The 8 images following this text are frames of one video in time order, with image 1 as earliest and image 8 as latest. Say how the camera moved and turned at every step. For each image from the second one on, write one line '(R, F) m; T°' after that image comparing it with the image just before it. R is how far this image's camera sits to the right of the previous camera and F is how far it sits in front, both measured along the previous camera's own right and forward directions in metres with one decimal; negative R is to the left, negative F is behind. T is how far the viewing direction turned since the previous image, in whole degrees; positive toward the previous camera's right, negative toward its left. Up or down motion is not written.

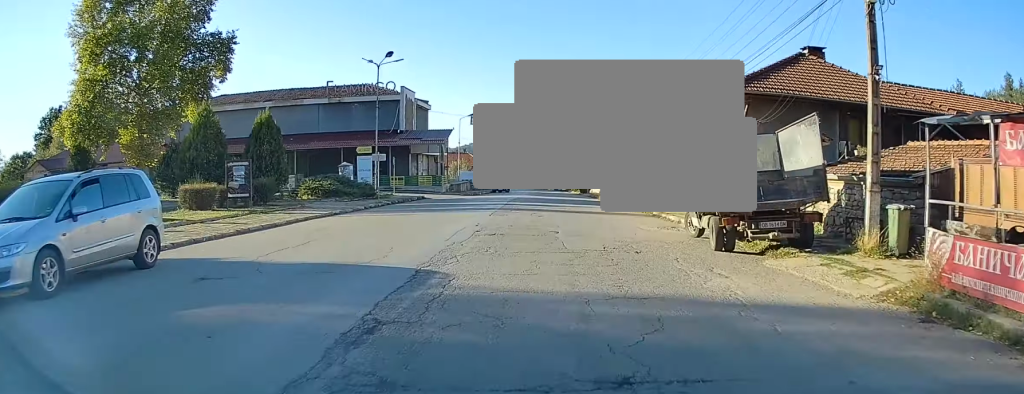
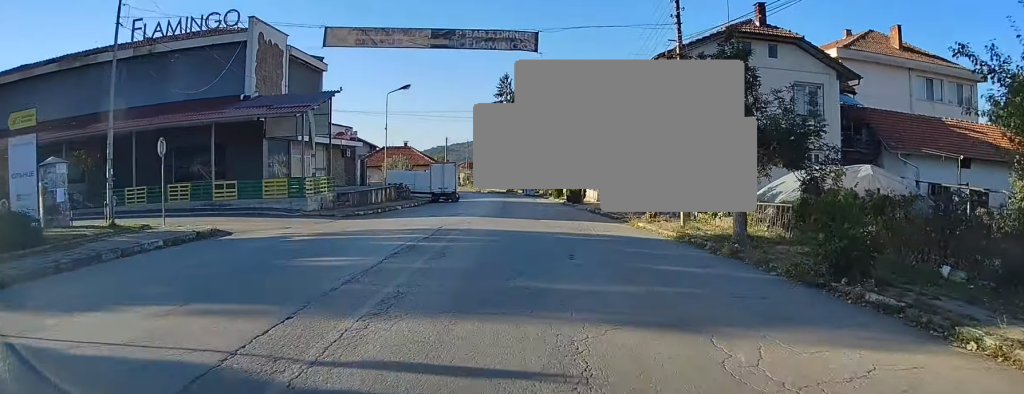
(+0.5, +29.5) m; +2°
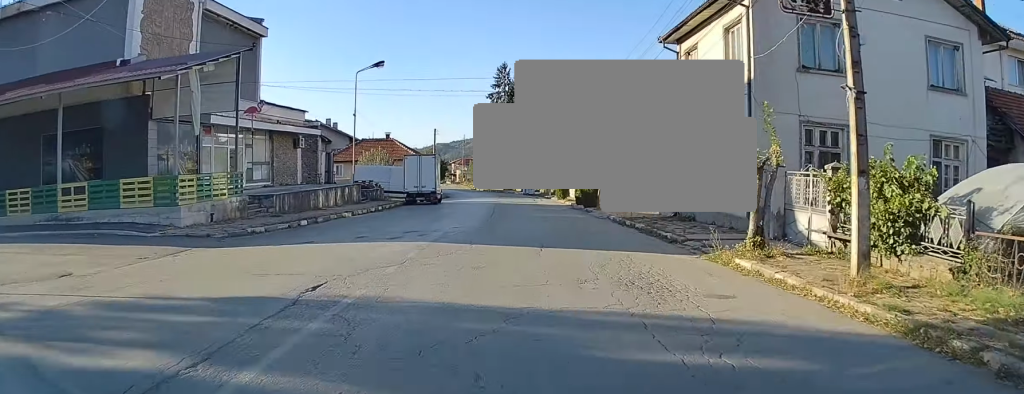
(+0.1, +11.3) m; +1°
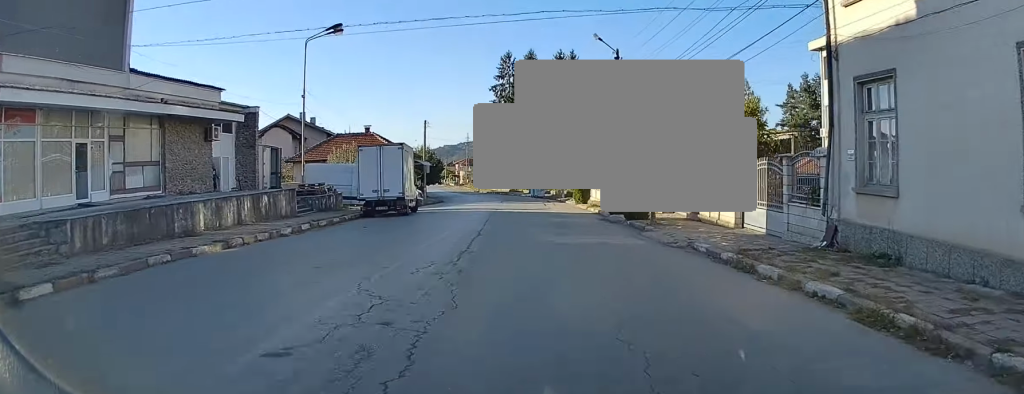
(+0.1, +13.4) m; -1°
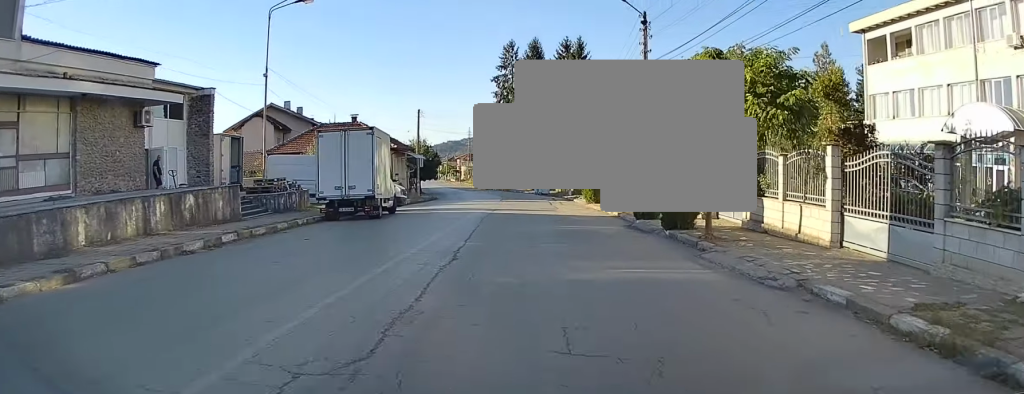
(-0.1, +6.3) m; -1°
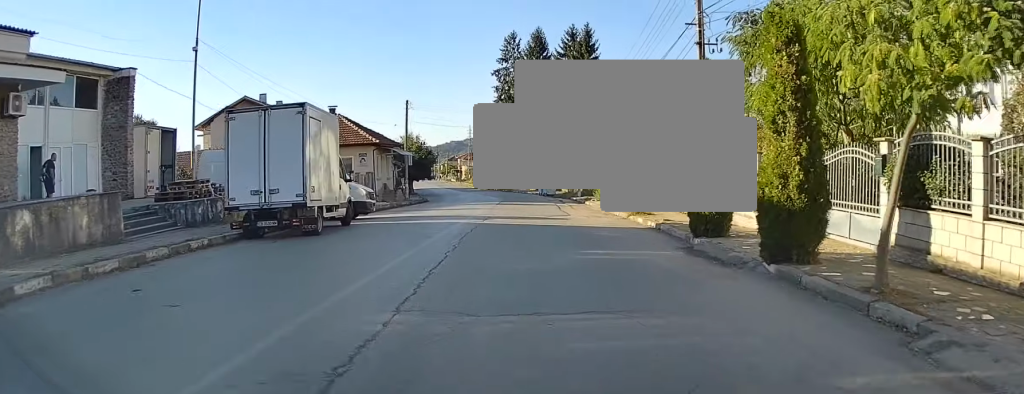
(0.0, +7.5) m; -1°
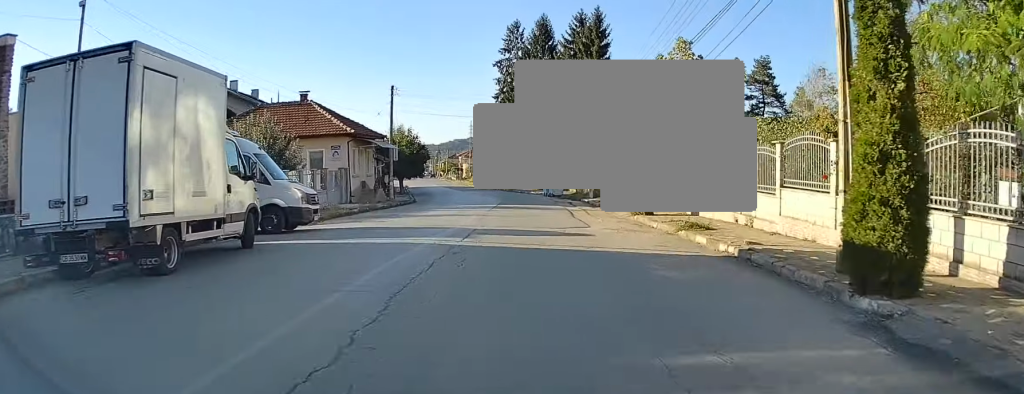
(0.0, +7.5) m; -1°
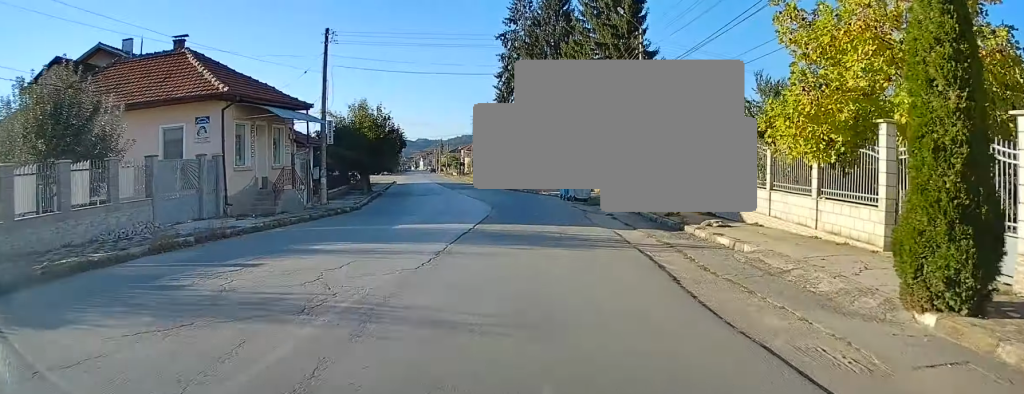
(-0.1, +17.9) m; 0°
